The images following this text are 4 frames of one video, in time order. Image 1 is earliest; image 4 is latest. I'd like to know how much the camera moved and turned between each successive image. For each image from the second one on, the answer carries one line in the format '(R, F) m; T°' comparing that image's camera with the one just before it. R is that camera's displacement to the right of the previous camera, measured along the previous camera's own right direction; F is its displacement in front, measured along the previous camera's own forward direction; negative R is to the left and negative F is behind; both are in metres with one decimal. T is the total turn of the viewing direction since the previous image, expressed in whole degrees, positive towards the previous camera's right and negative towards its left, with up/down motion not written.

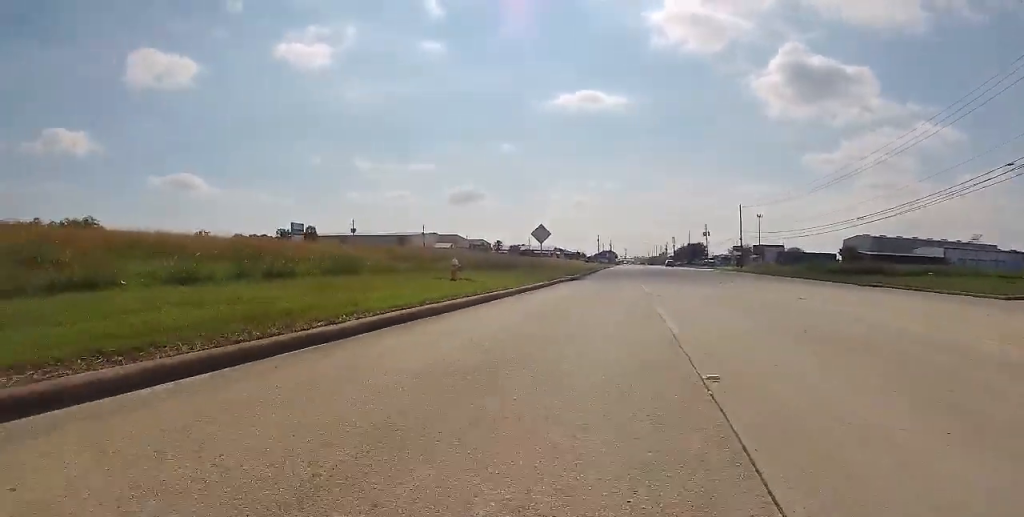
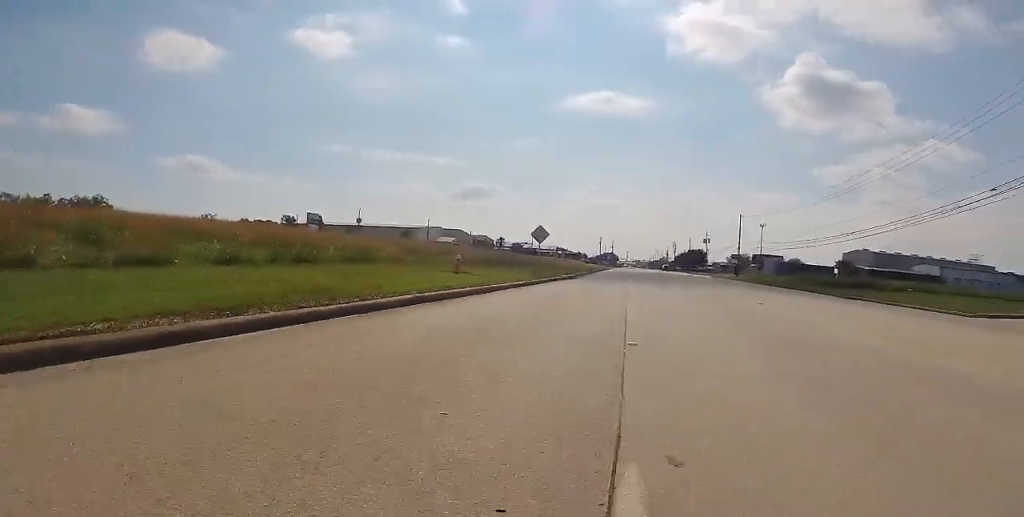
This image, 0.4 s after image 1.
(0.0, +2.1) m; -2°
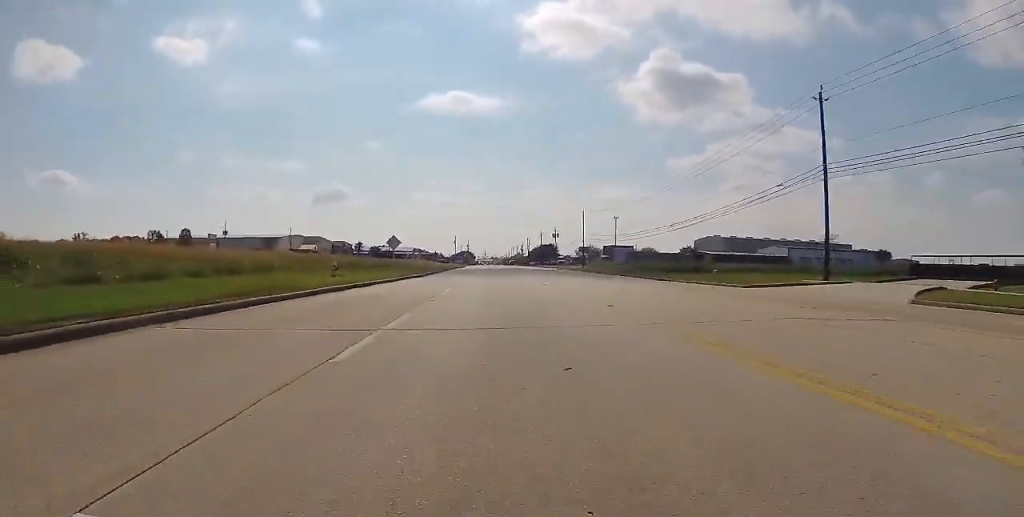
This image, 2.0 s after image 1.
(-0.1, +7.9) m; +4°
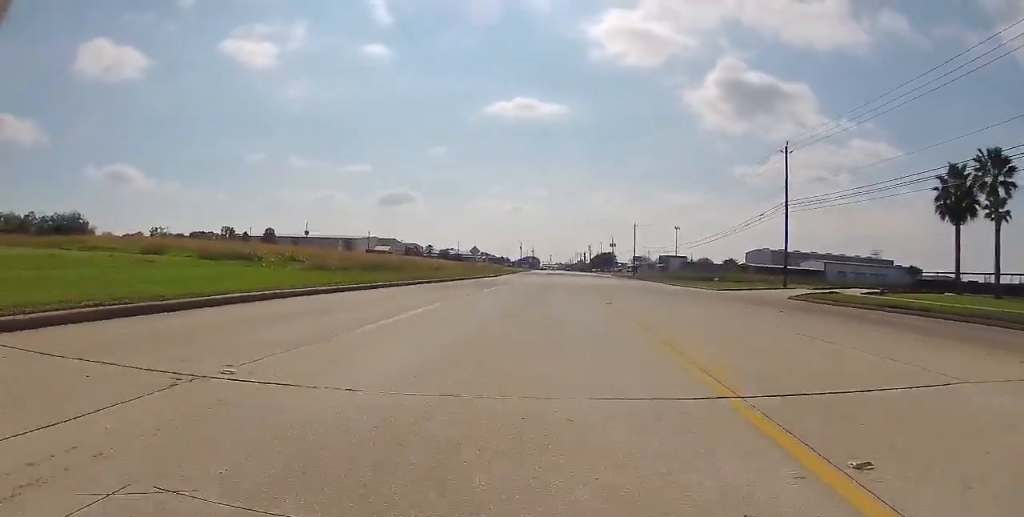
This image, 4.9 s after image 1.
(+1.5, +14.9) m; +8°
